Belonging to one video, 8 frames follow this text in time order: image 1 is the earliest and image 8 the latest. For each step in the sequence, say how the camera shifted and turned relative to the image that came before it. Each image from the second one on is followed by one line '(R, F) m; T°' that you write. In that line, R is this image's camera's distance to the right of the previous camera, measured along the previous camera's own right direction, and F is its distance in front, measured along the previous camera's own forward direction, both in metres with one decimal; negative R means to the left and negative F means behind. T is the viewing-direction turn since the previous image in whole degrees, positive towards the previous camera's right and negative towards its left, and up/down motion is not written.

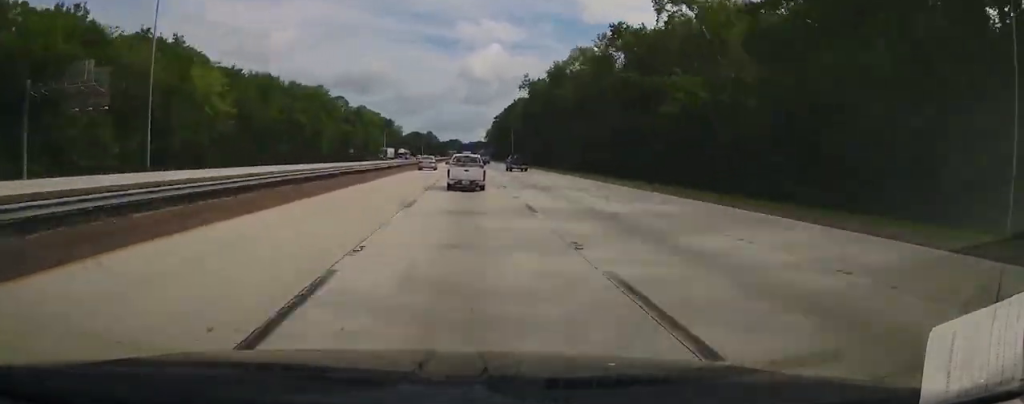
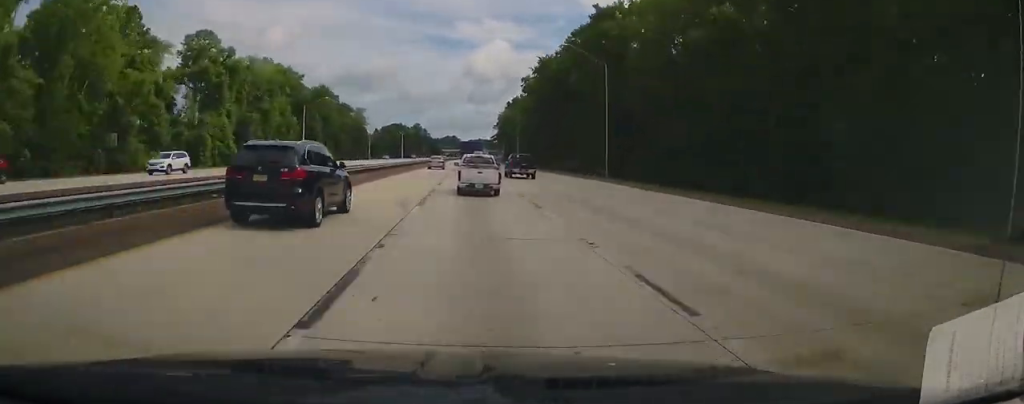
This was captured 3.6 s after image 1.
(-0.1, +123.1) m; 0°
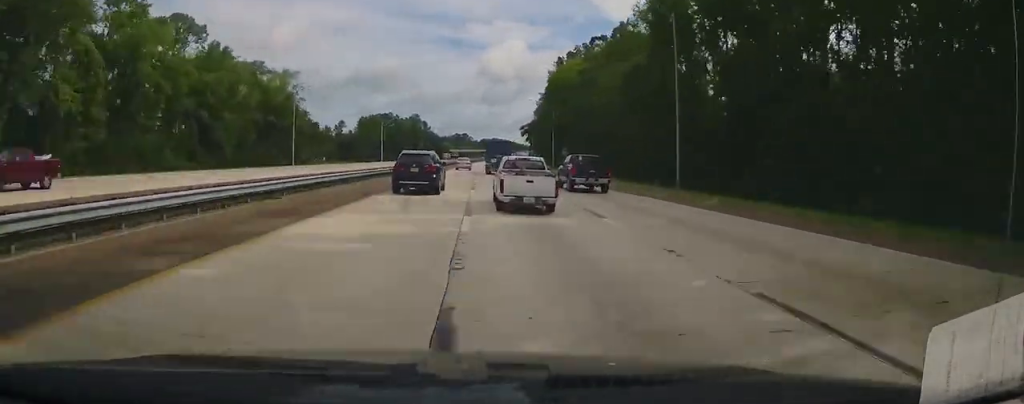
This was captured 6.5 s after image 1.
(-1.5, +104.2) m; +1°
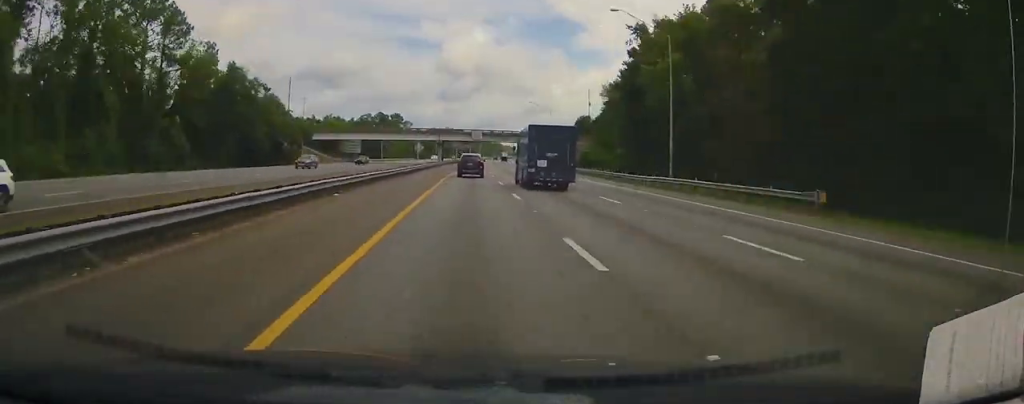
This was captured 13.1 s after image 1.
(+10.0, +223.5) m; +4°
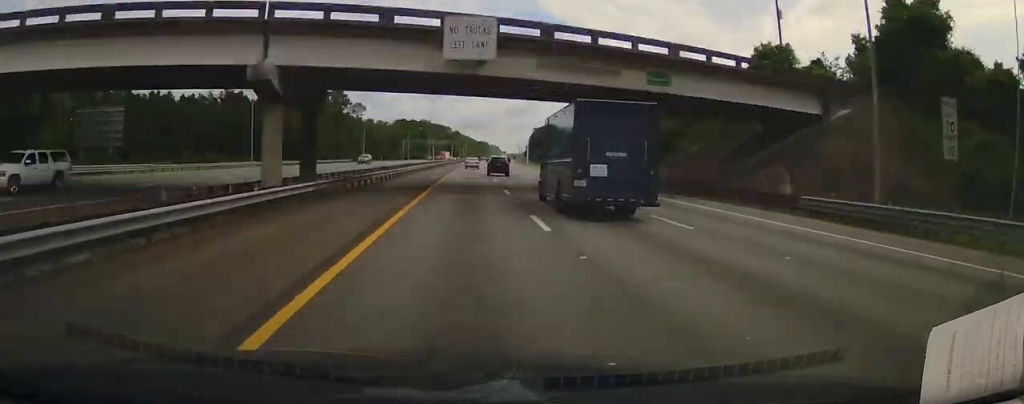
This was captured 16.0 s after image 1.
(+0.9, +103.8) m; +1°
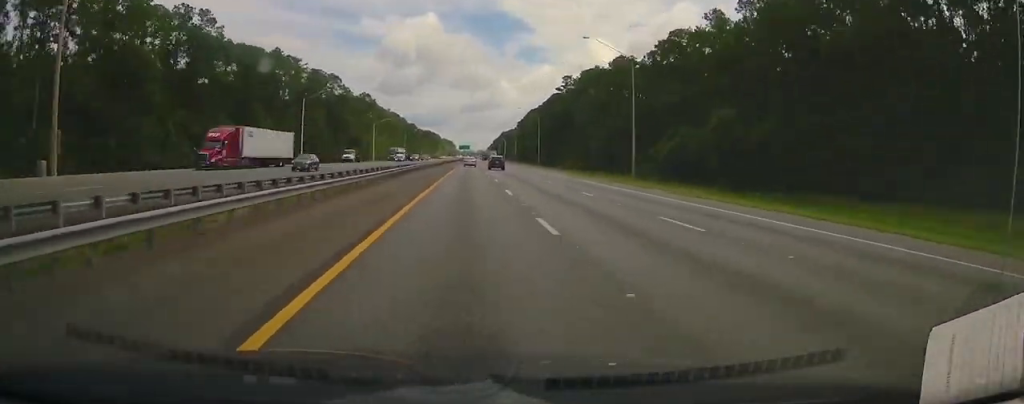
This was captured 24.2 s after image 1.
(+13.9, +290.6) m; +5°
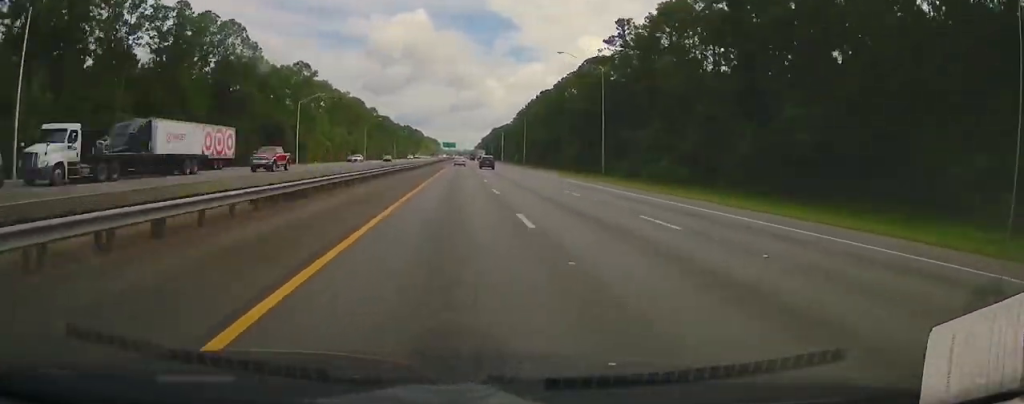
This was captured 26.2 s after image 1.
(+1.3, +72.7) m; +1°
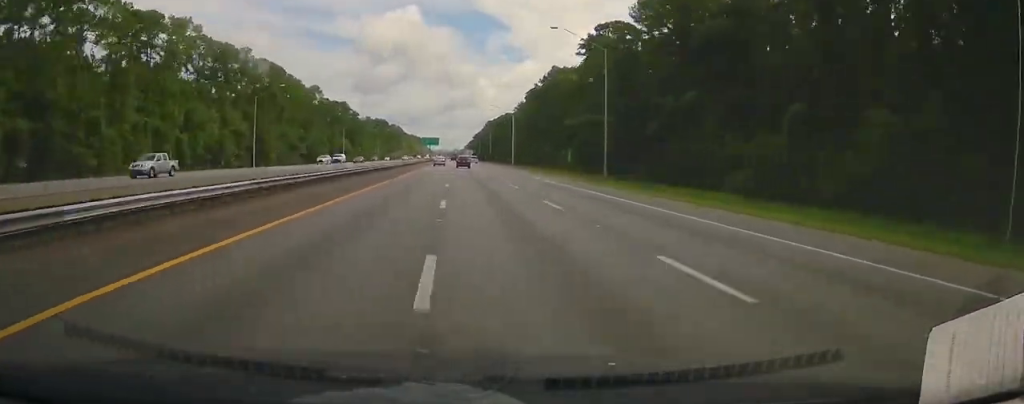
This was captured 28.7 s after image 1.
(0.0, +101.3) m; 0°
